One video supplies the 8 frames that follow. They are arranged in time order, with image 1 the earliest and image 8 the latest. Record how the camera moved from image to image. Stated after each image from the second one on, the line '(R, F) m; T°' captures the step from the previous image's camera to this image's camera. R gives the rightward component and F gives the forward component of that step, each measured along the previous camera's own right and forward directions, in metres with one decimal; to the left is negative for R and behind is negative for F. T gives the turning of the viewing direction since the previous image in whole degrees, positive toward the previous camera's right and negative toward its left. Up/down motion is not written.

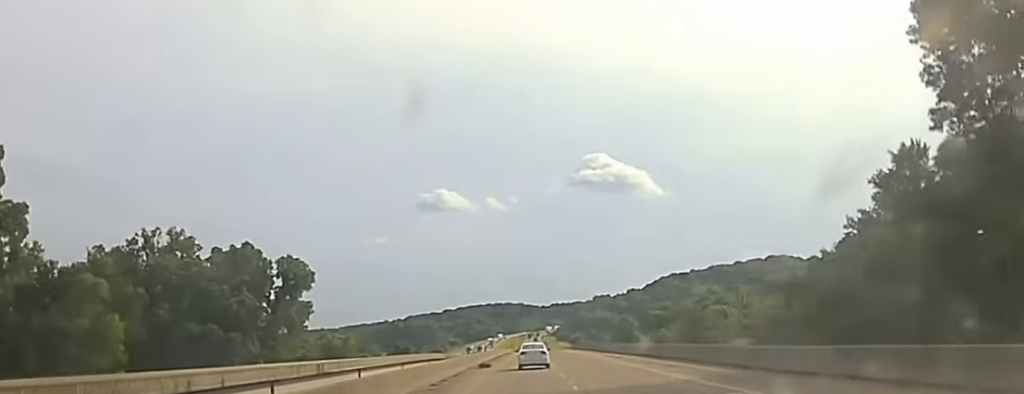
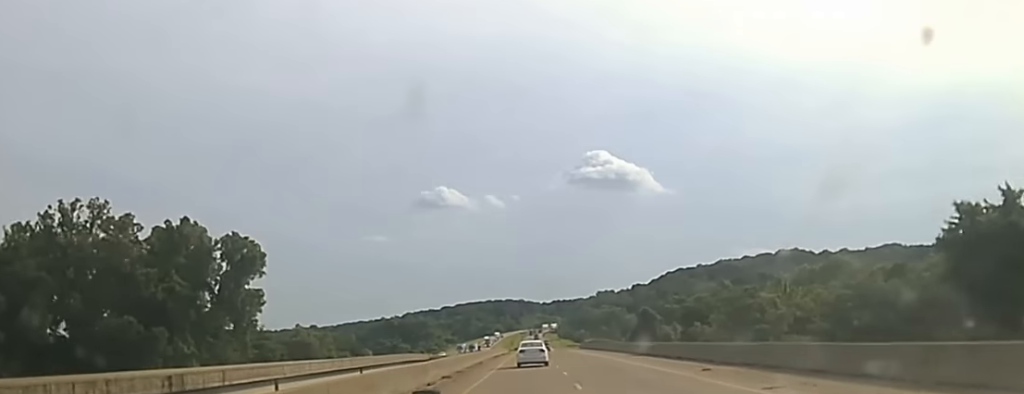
(+0.1, +37.0) m; 0°
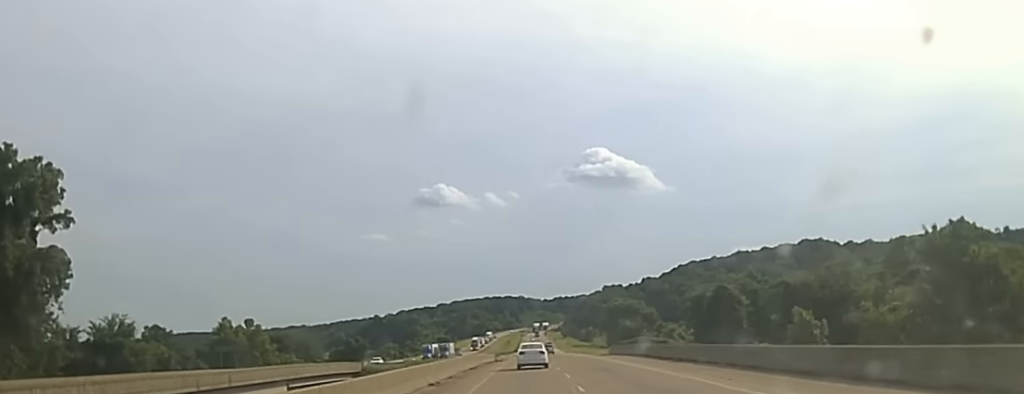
(+0.1, +72.9) m; 0°
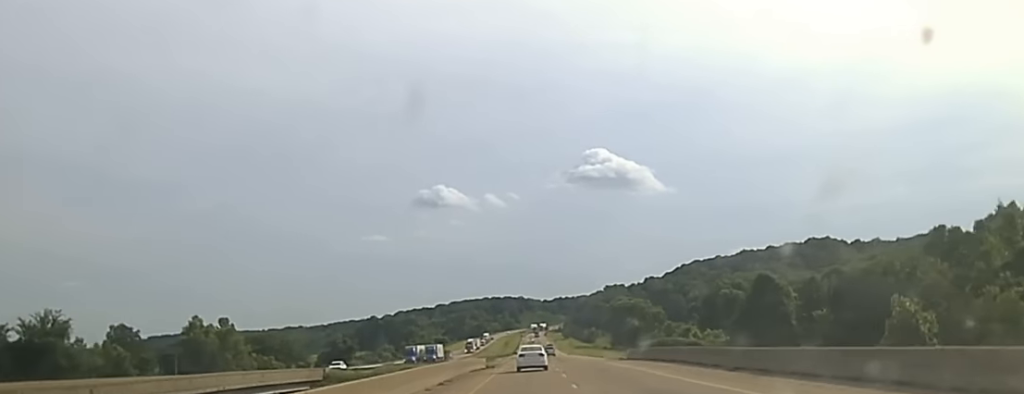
(0.0, +21.0) m; 0°
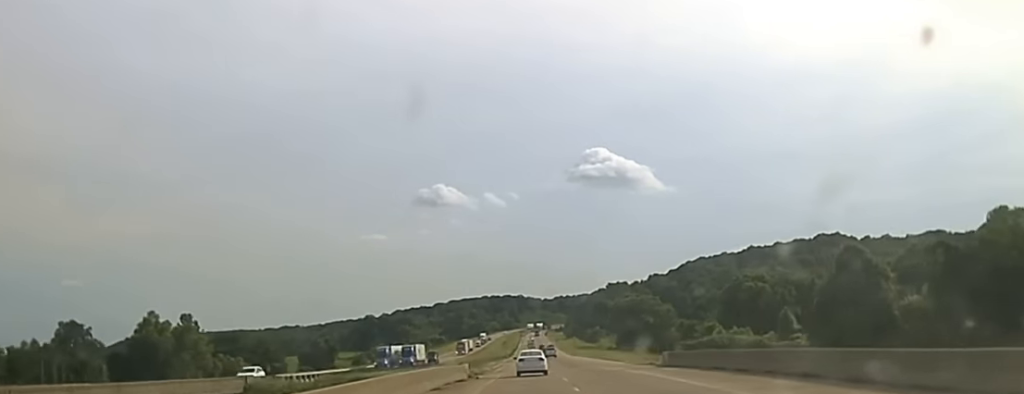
(0.0, +23.3) m; 0°
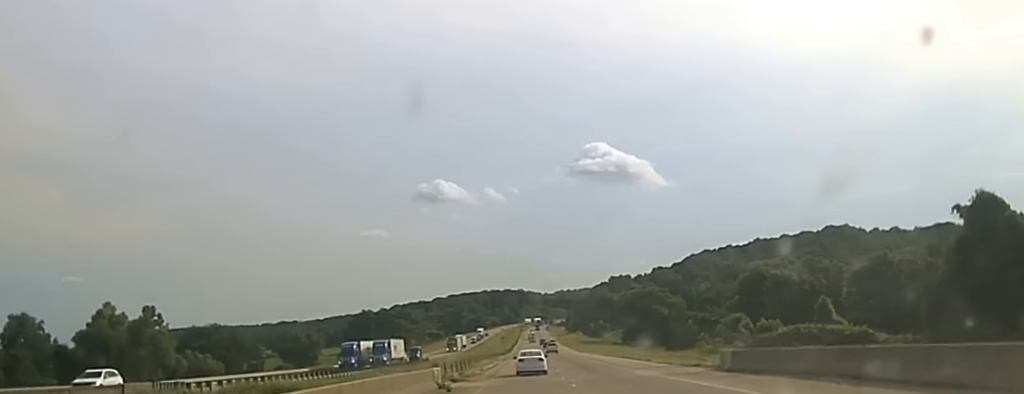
(0.0, +21.0) m; 0°
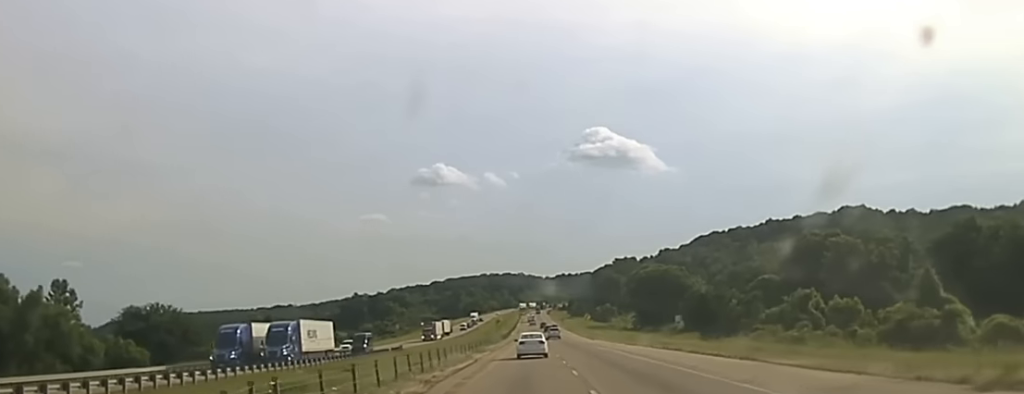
(-0.1, +34.3) m; 0°
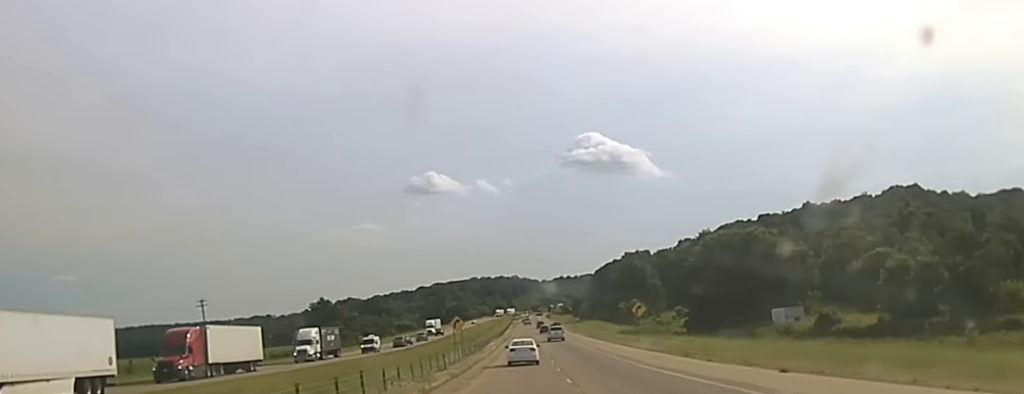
(+0.7, +109.9) m; +1°
